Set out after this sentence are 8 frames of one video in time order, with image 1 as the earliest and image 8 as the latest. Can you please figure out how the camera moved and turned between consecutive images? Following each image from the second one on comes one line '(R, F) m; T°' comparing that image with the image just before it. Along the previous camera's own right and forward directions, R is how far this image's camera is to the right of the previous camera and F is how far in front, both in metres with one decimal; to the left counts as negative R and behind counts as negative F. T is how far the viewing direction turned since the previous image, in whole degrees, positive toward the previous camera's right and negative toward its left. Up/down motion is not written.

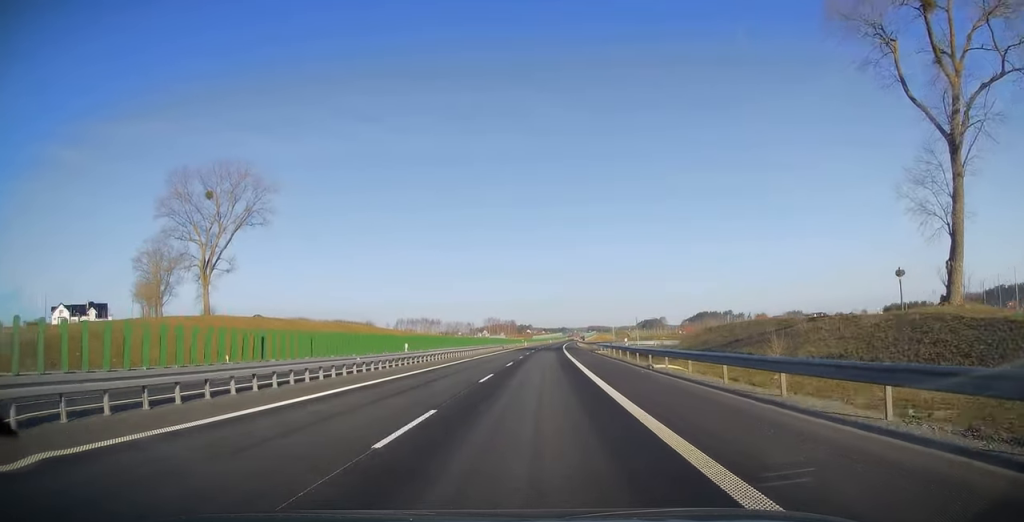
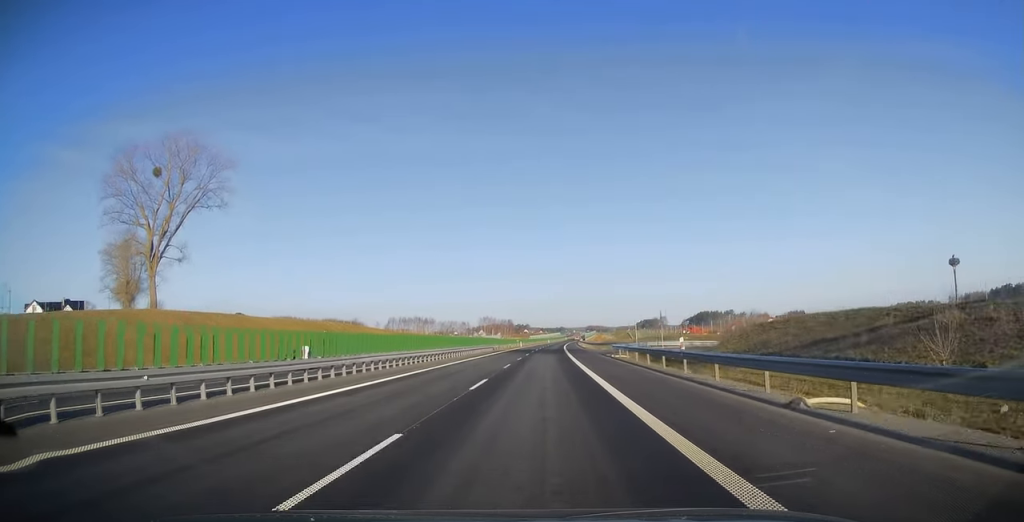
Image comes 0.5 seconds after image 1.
(-0.1, +14.9) m; 0°
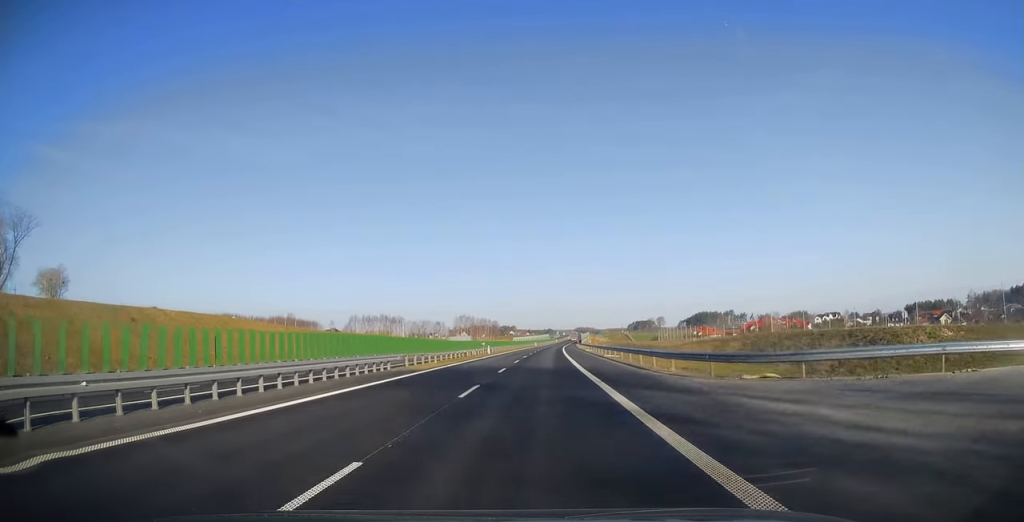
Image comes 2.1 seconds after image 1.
(+0.7, +49.9) m; +1°
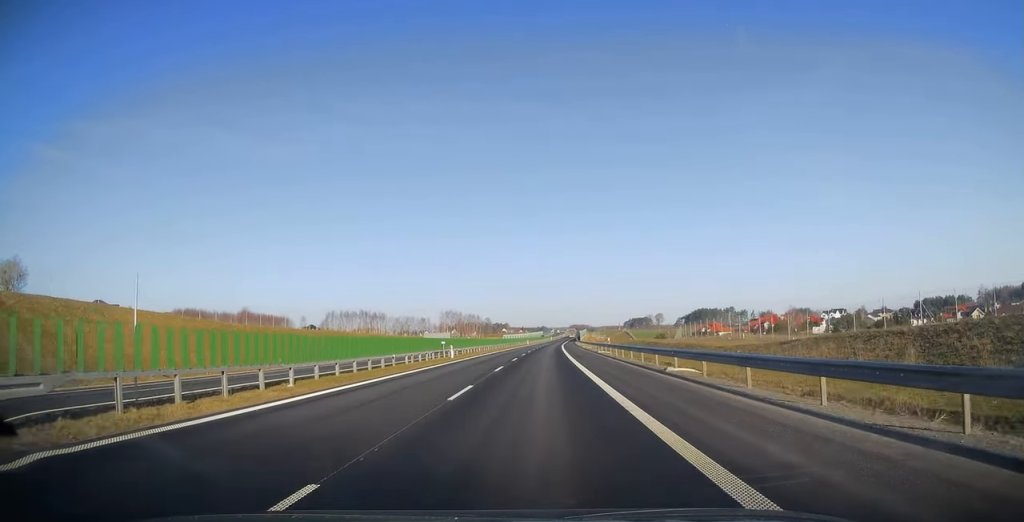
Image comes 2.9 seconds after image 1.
(0.0, +25.1) m; 0°
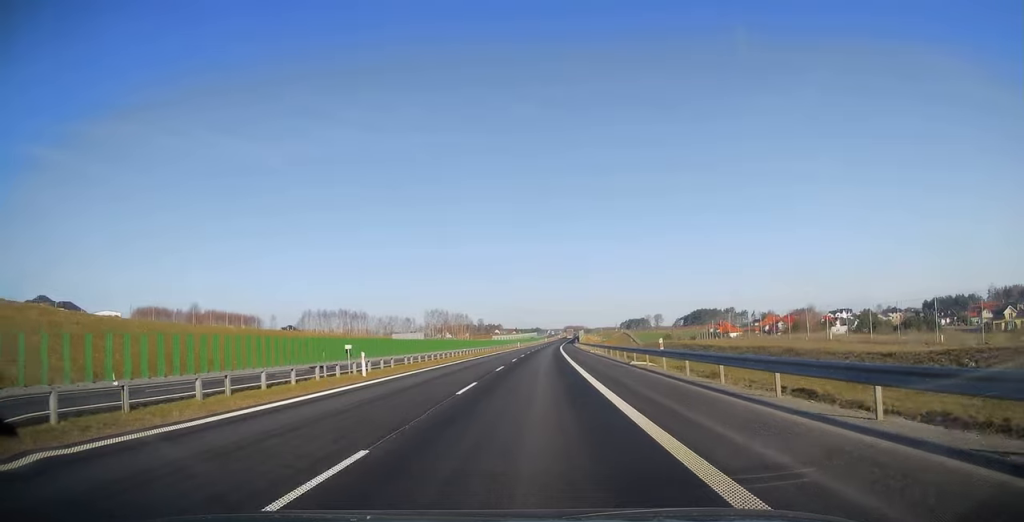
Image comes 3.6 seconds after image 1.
(0.0, +22.0) m; 0°
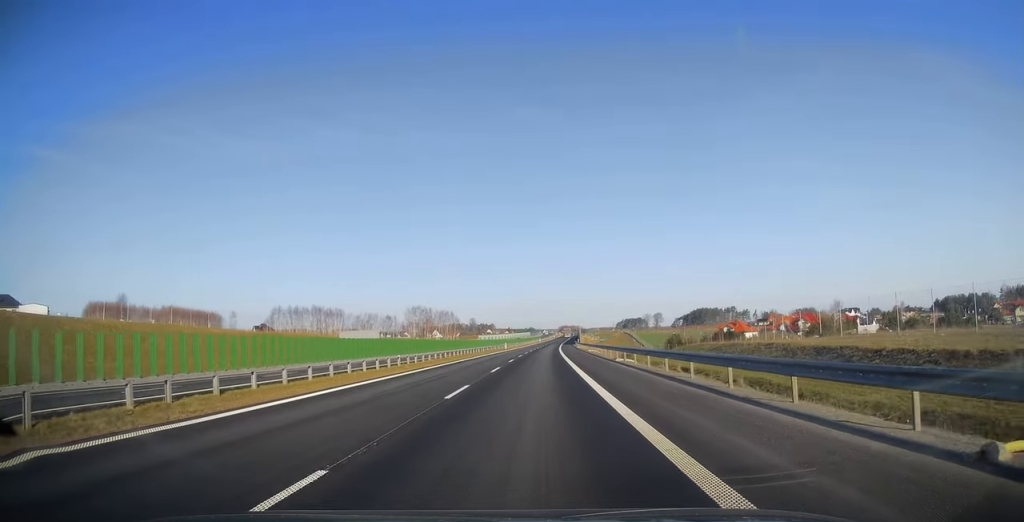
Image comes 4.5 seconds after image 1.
(+0.1, +25.0) m; +1°
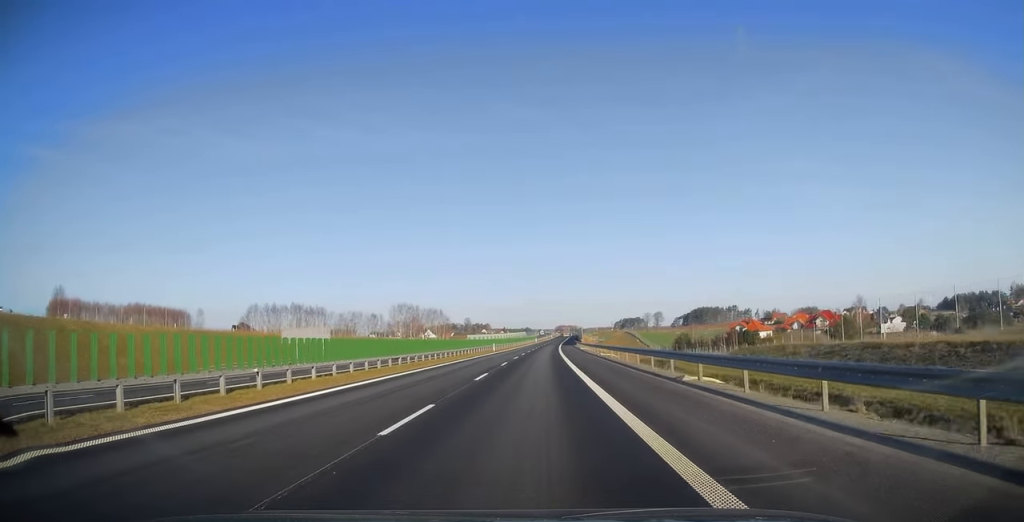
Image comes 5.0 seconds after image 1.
(+0.1, +17.3) m; 0°
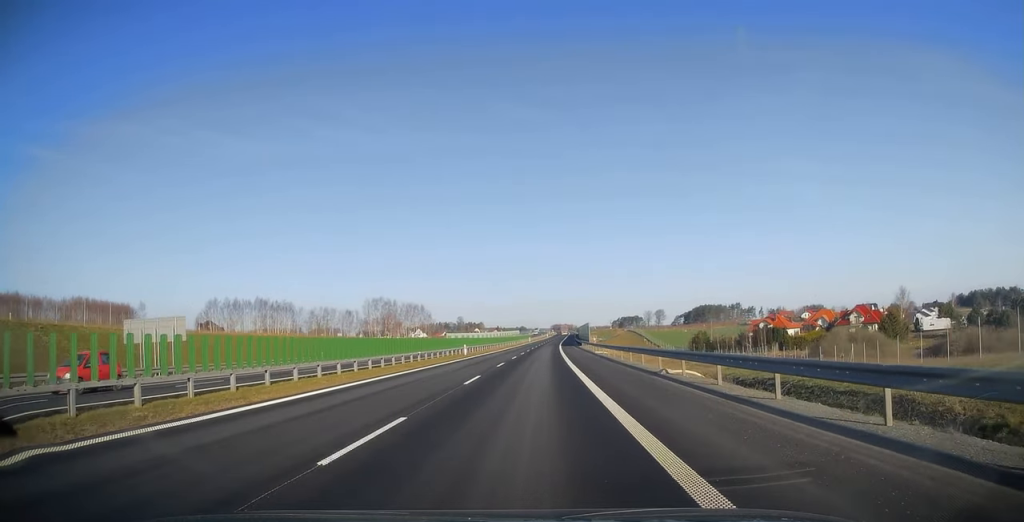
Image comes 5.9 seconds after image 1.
(+0.2, +26.1) m; +1°
